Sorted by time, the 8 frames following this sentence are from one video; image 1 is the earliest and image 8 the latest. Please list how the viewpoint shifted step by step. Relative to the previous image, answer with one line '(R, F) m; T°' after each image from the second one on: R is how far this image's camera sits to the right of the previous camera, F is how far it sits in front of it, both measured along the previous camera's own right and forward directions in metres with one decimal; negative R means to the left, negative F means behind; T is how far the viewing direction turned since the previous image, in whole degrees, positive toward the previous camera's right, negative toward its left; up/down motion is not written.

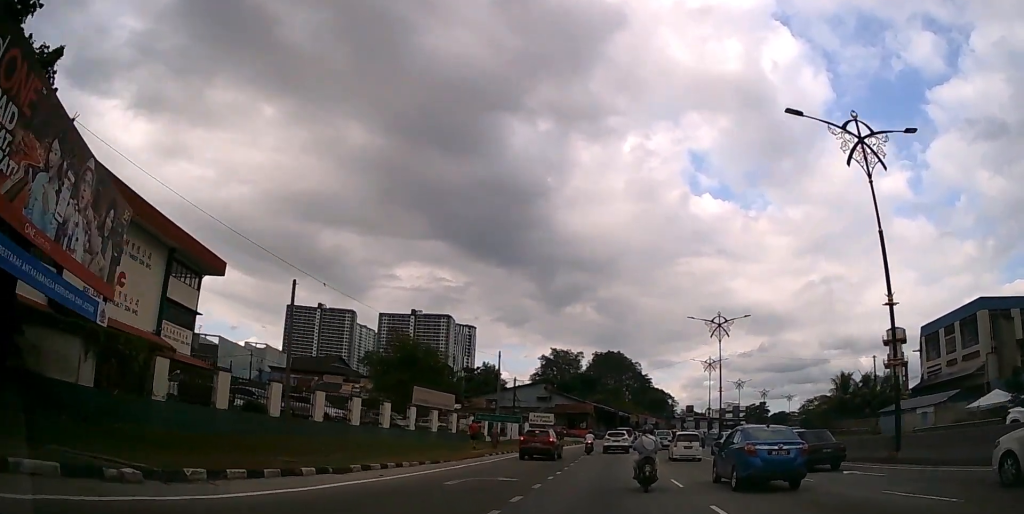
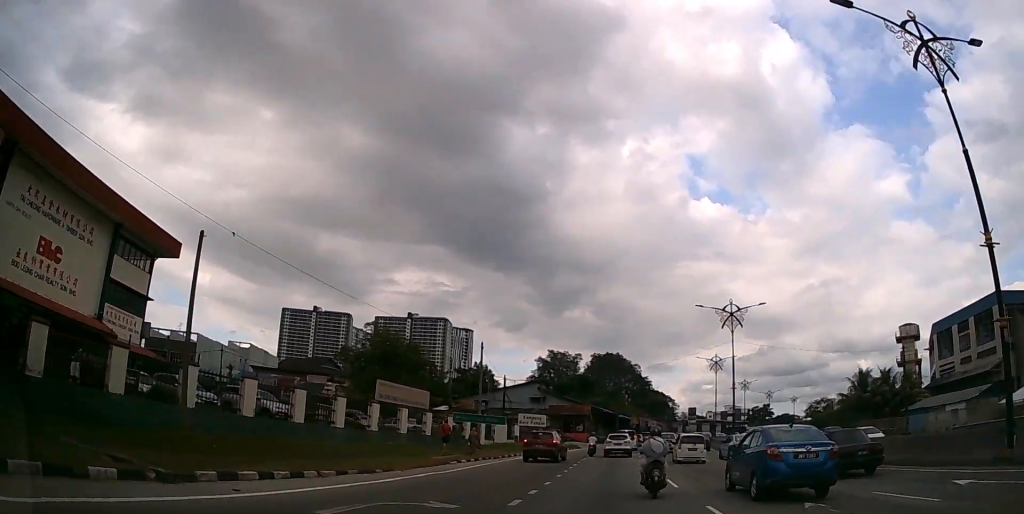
(0.0, +6.3) m; 0°
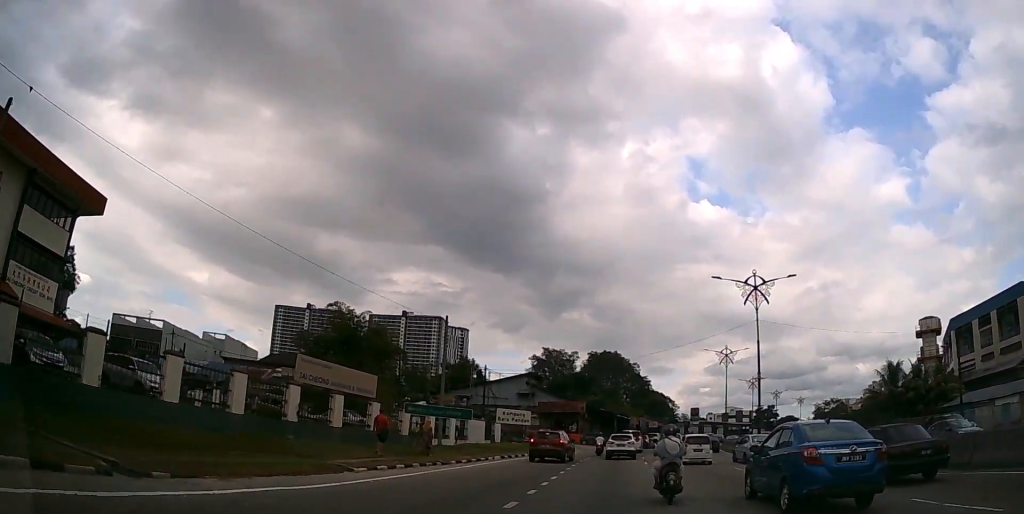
(0.0, +9.1) m; 0°
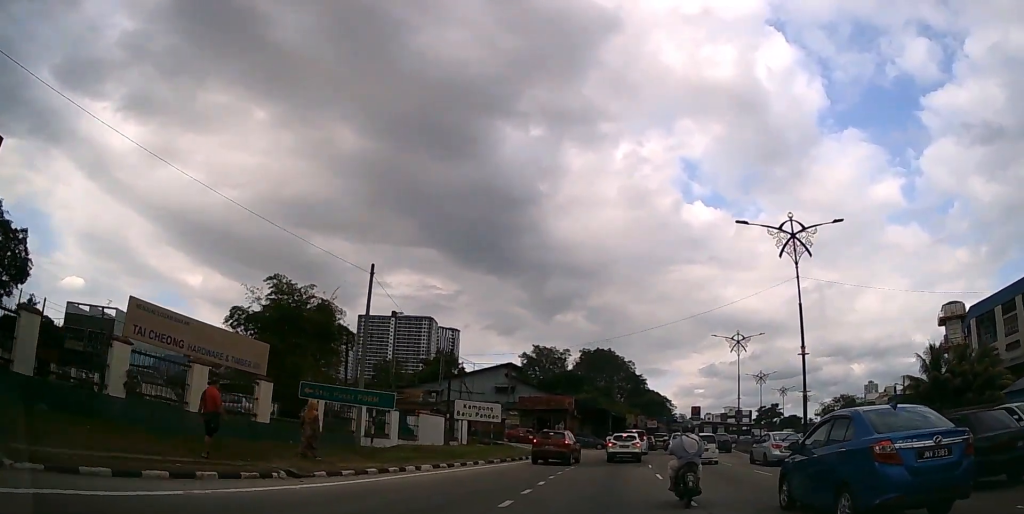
(0.0, +10.1) m; 0°
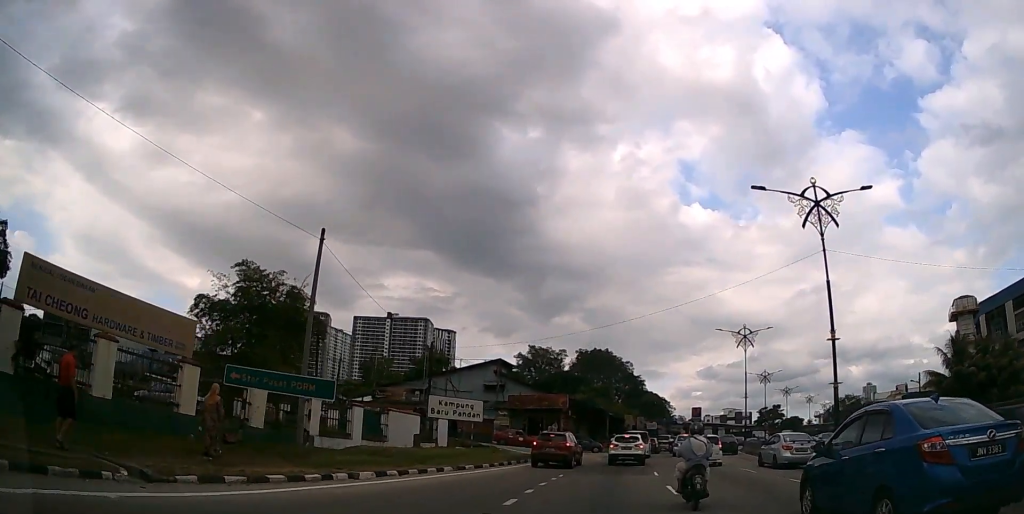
(0.0, +4.3) m; 0°
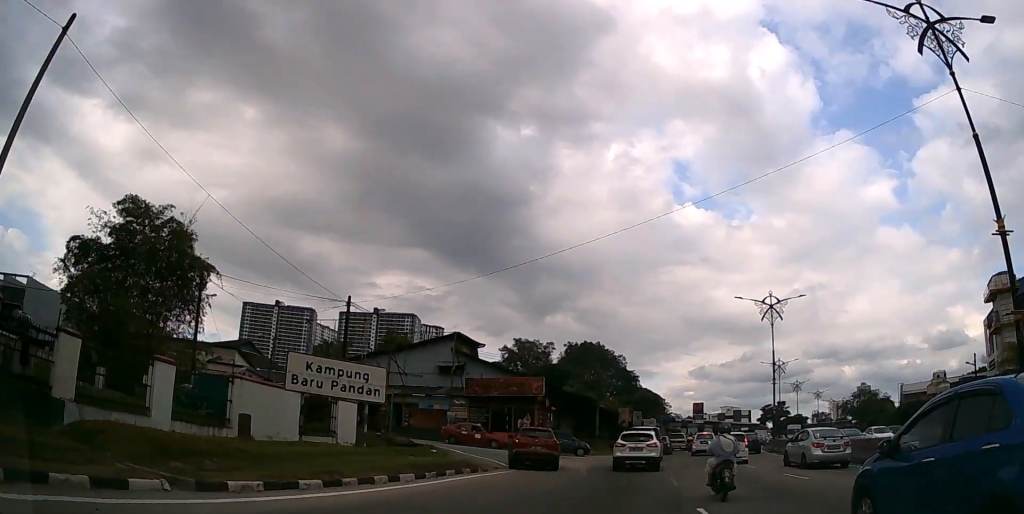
(+0.1, +13.3) m; +1°
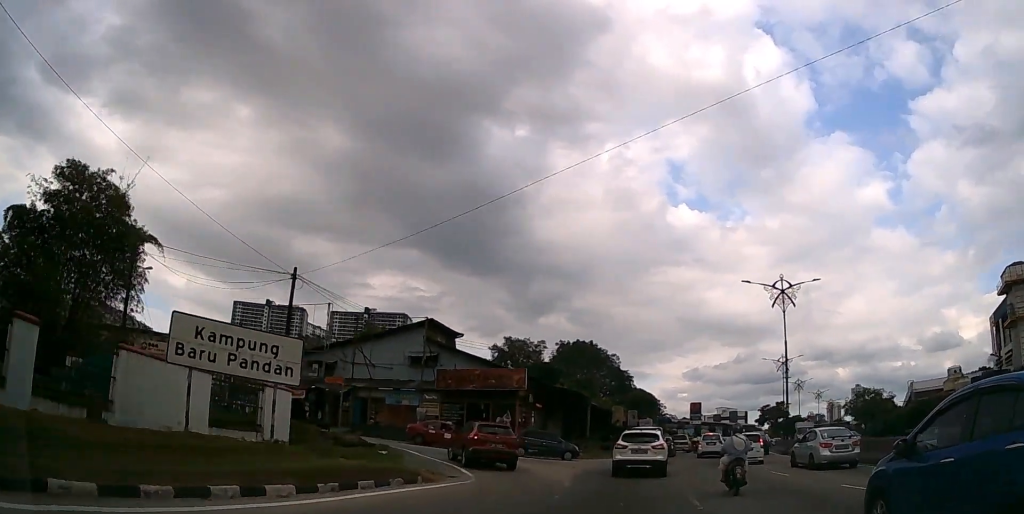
(0.0, +4.9) m; +1°
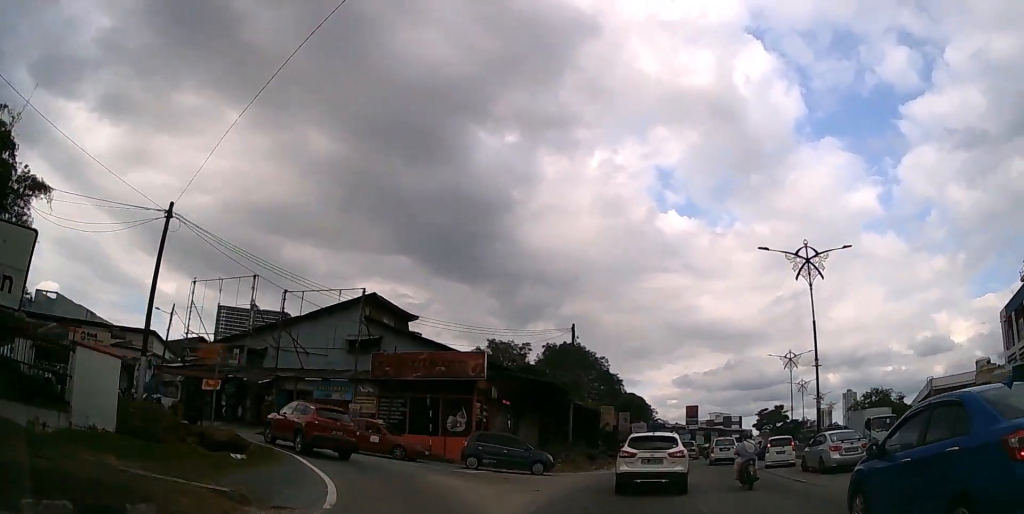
(+0.2, +8.5) m; +2°
